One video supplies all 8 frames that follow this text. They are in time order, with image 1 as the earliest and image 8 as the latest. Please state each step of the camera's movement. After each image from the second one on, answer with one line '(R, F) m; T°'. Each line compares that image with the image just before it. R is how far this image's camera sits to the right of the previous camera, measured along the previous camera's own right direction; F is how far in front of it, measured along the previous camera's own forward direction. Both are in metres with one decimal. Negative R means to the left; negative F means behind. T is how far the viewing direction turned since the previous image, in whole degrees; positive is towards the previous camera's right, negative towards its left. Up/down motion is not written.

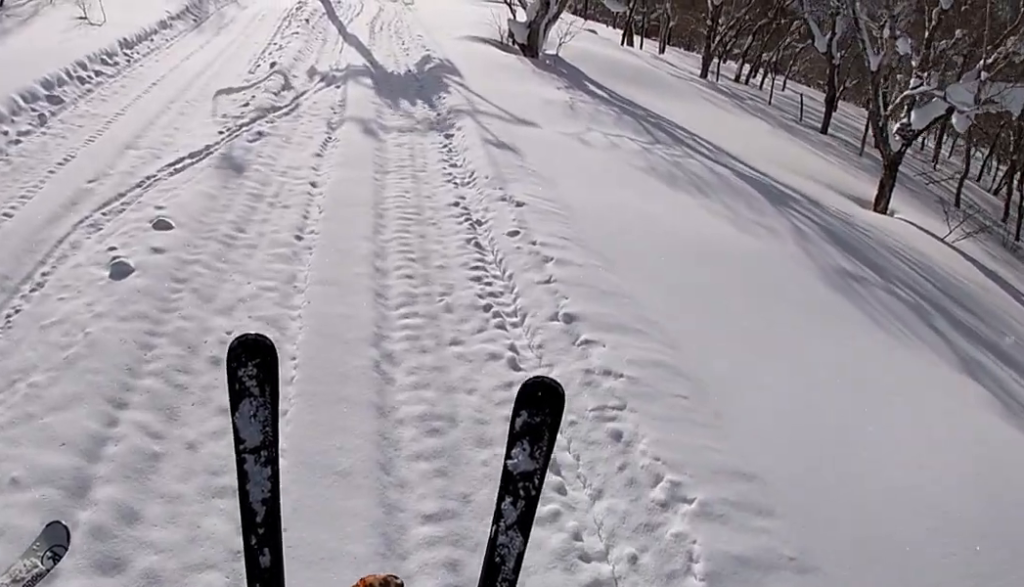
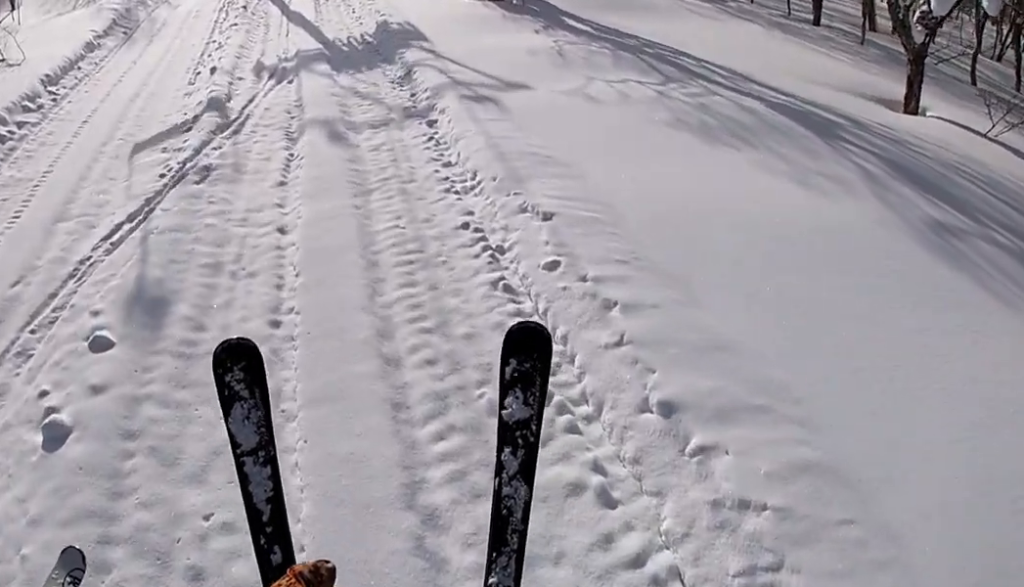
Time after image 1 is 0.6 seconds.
(0.0, +2.7) m; +6°
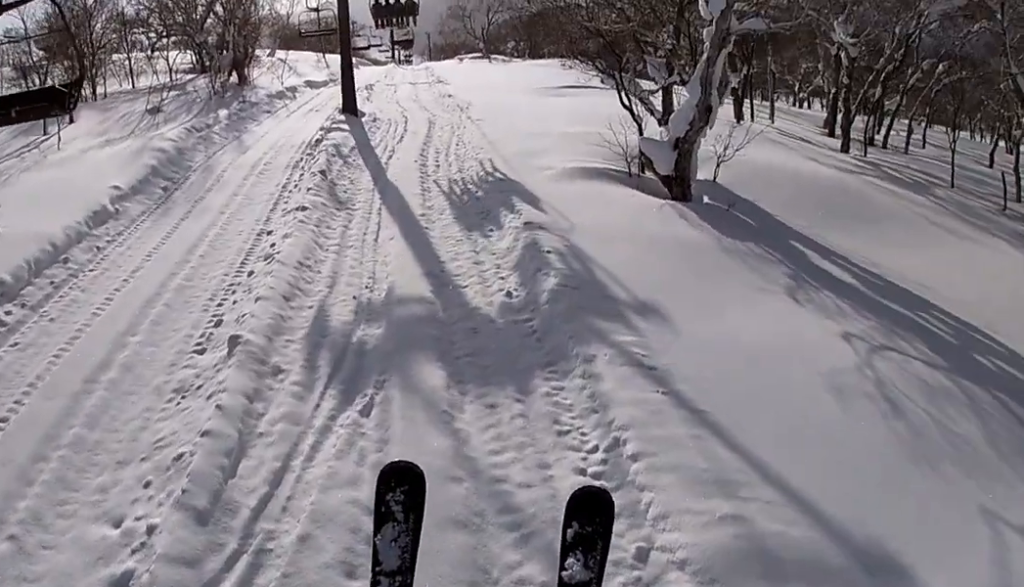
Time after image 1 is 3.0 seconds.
(+2.3, +8.6) m; +10°
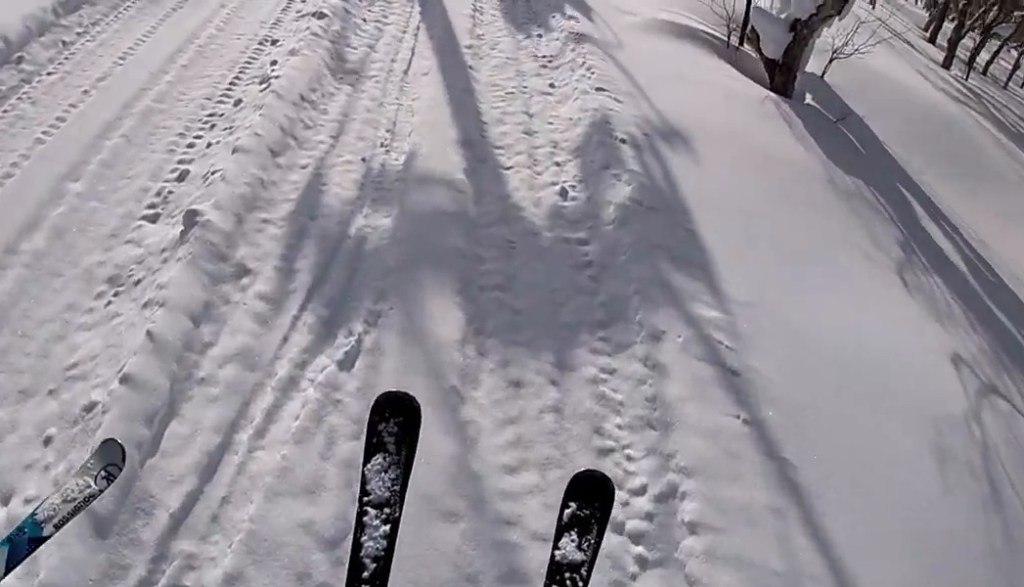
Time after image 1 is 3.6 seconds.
(-0.6, +2.4) m; -5°
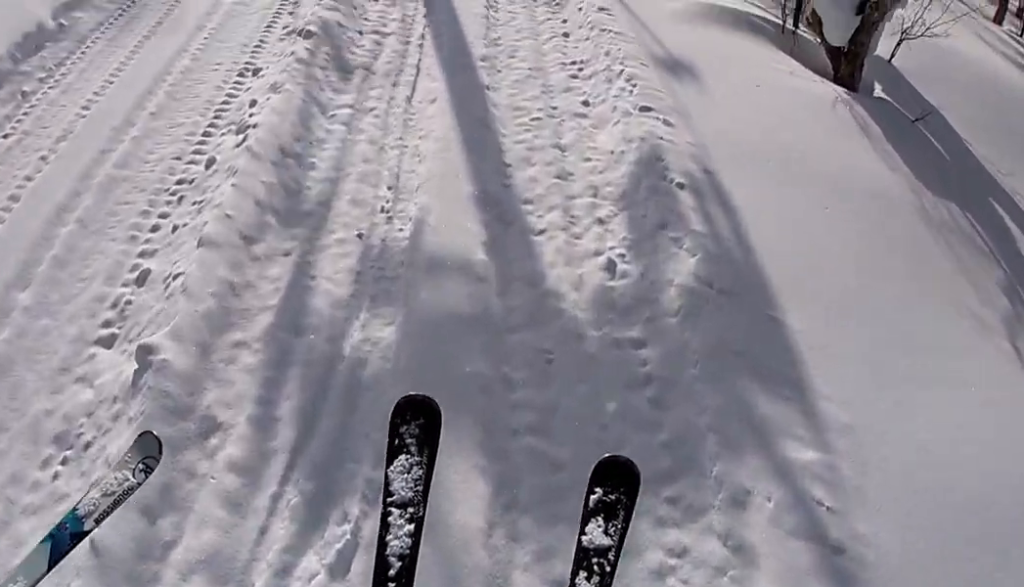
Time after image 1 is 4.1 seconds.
(0.0, +2.2) m; -2°
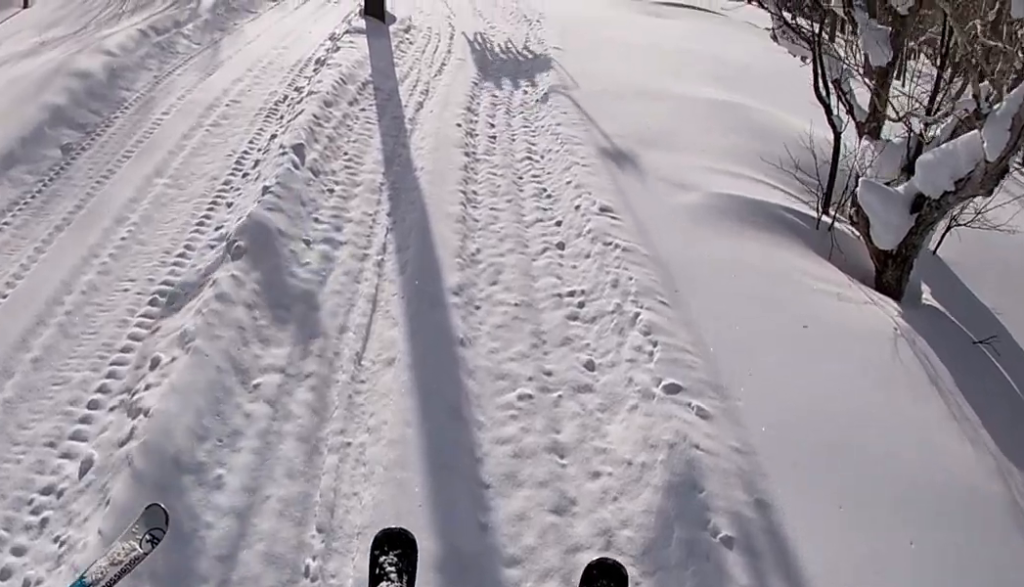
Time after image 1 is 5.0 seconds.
(+0.3, +3.5) m; -2°
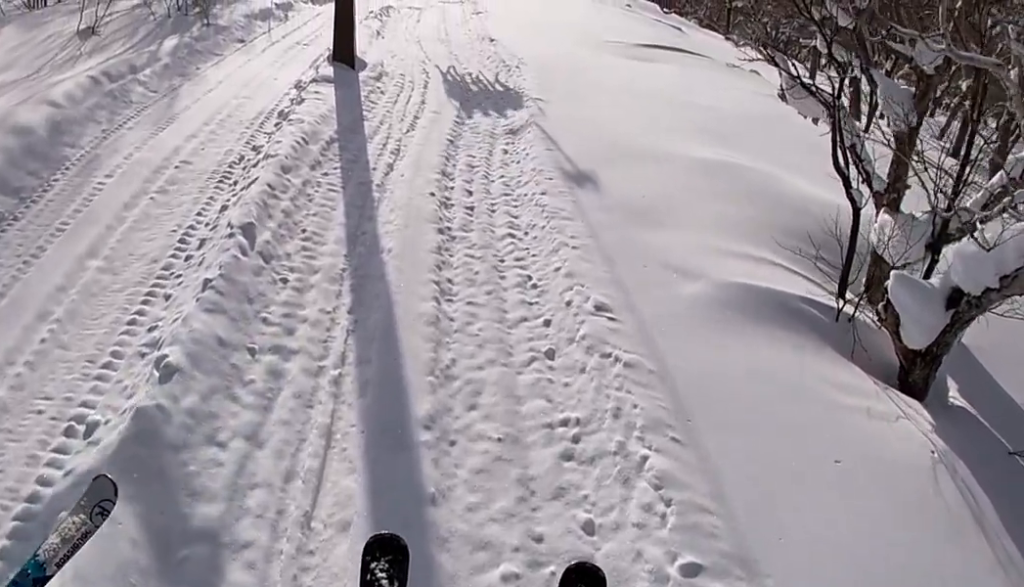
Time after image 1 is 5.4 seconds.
(-0.2, +1.8) m; -4°
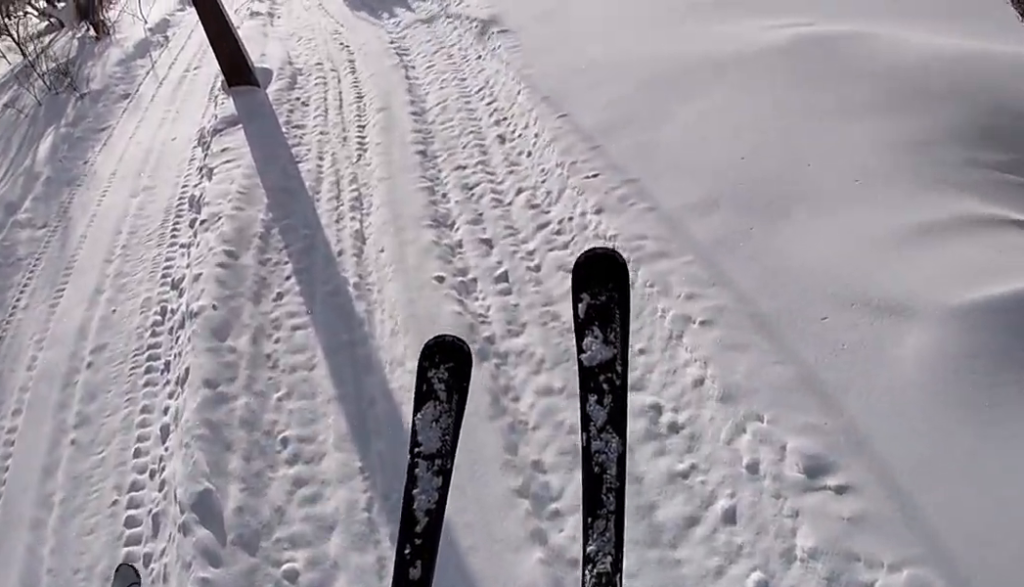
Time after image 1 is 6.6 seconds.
(-0.4, +4.9) m; -4°
